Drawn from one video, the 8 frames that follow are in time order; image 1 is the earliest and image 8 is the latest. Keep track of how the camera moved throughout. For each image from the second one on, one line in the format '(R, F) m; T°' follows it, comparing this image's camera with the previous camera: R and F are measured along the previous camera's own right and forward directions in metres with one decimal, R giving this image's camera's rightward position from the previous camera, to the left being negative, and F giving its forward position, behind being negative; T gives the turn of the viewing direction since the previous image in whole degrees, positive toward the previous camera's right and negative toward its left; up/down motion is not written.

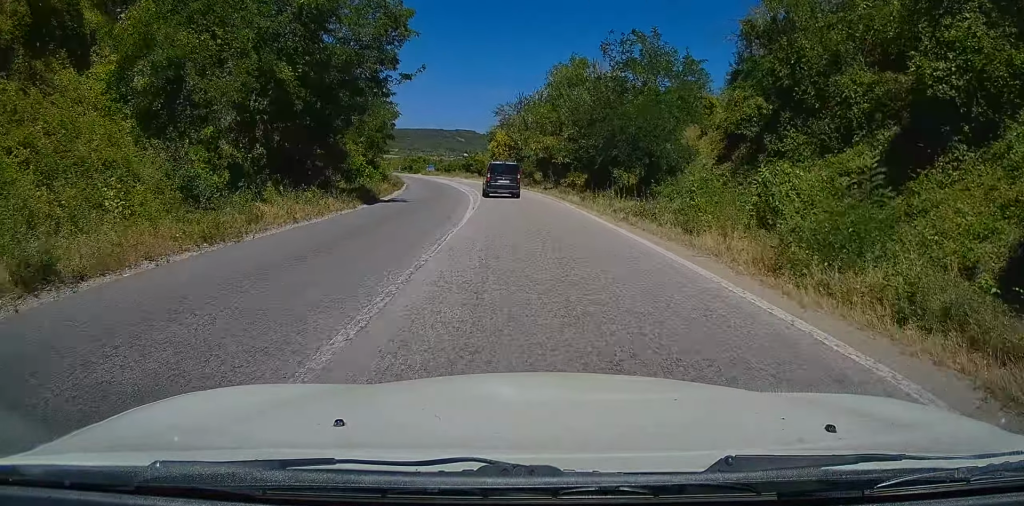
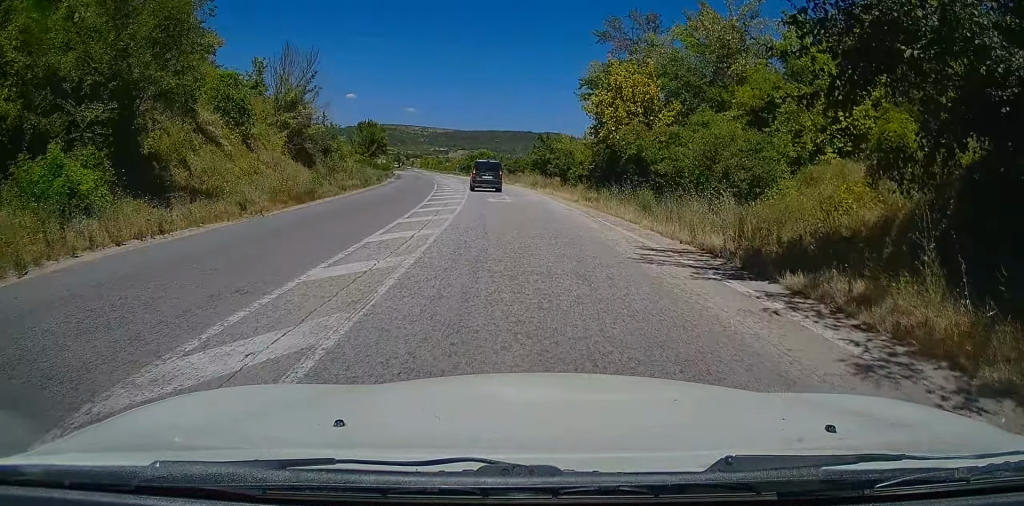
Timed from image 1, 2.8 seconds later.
(-4.6, +56.3) m; -9°
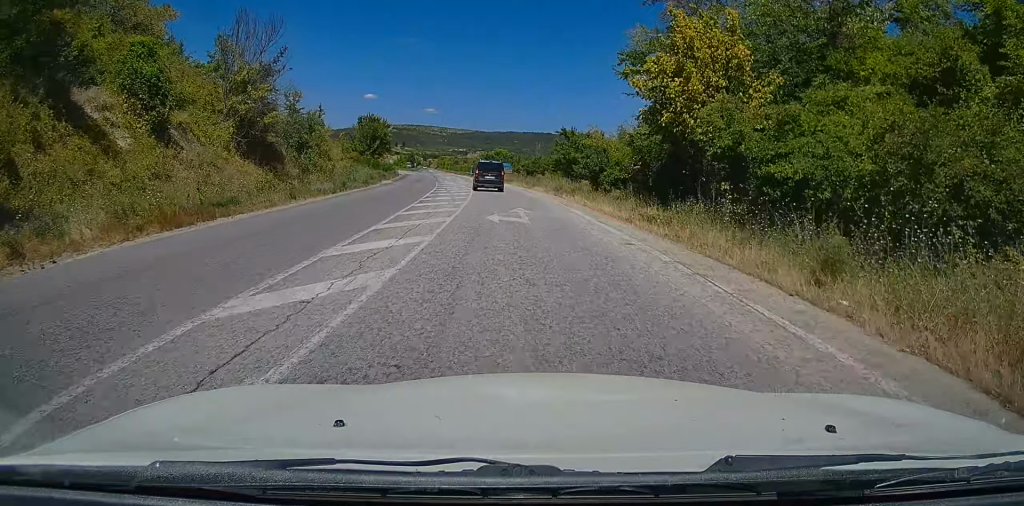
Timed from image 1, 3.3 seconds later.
(-0.1, +10.9) m; -1°
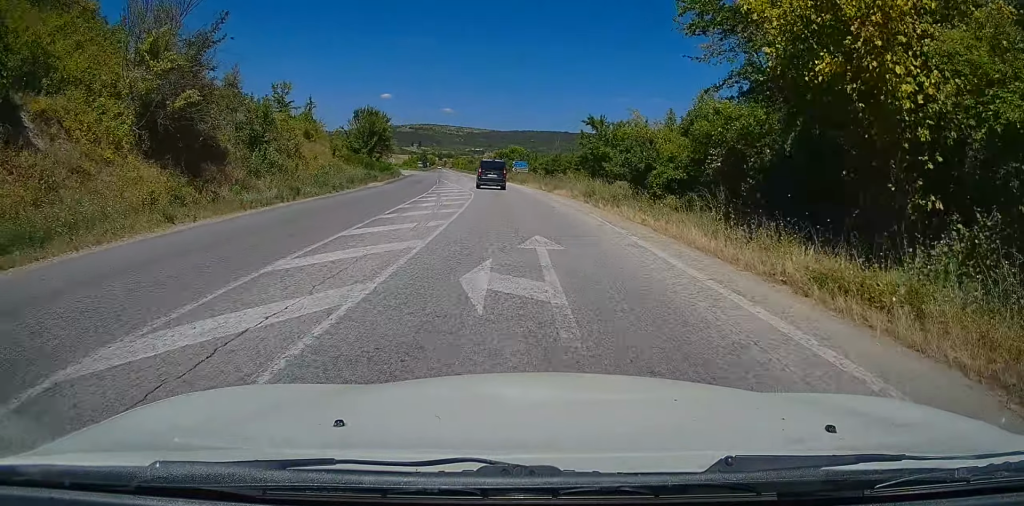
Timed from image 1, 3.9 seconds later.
(-0.1, +9.3) m; -1°
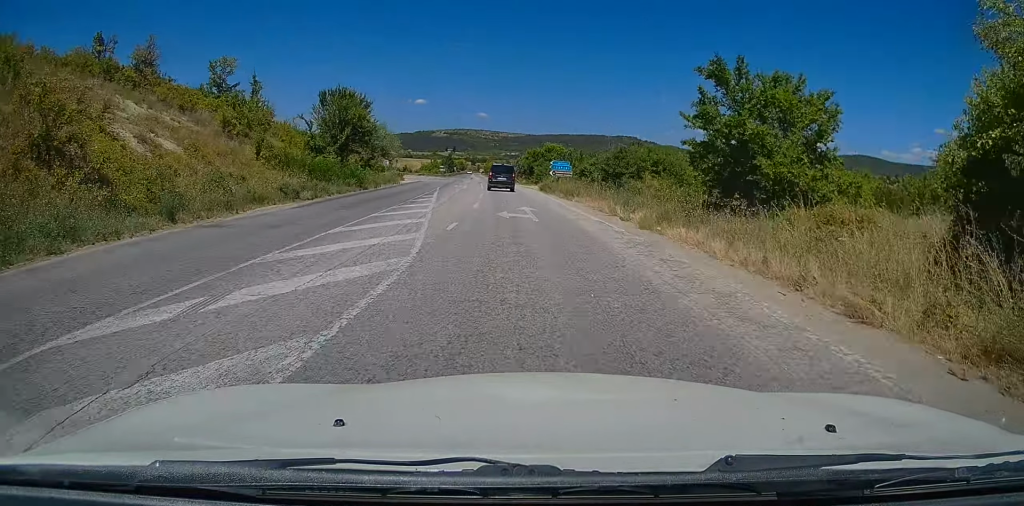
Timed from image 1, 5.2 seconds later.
(-0.7, +22.6) m; -4°
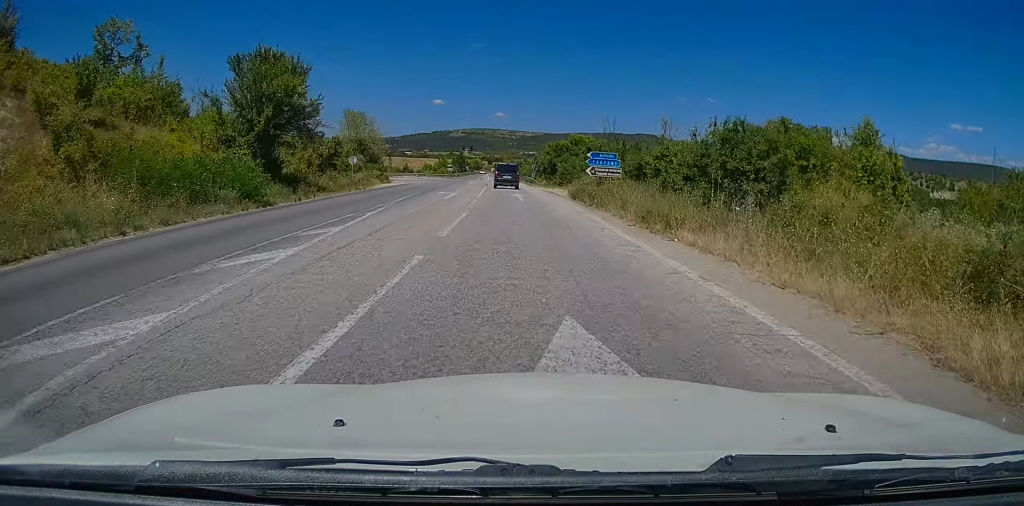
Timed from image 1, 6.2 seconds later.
(-0.3, +19.2) m; -1°
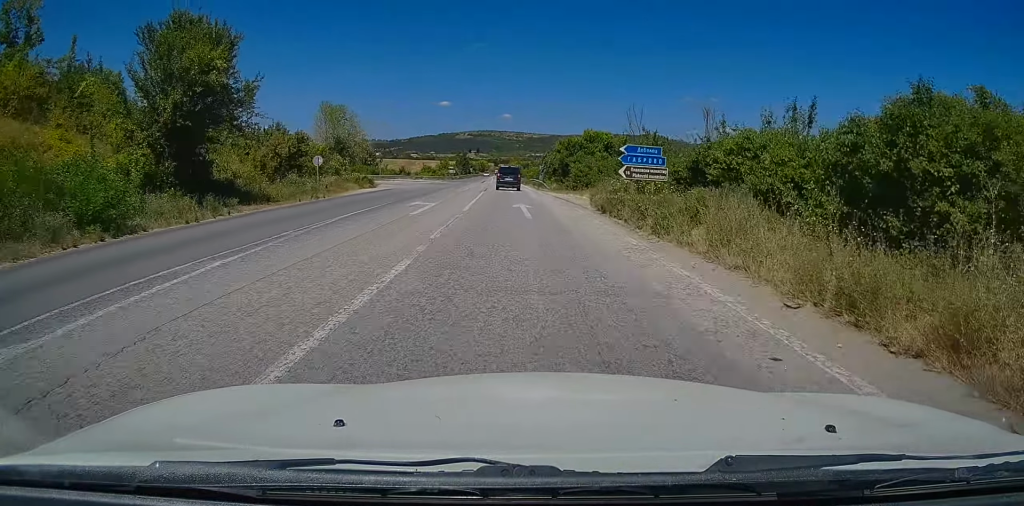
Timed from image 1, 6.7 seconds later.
(-0.1, +8.7) m; -1°
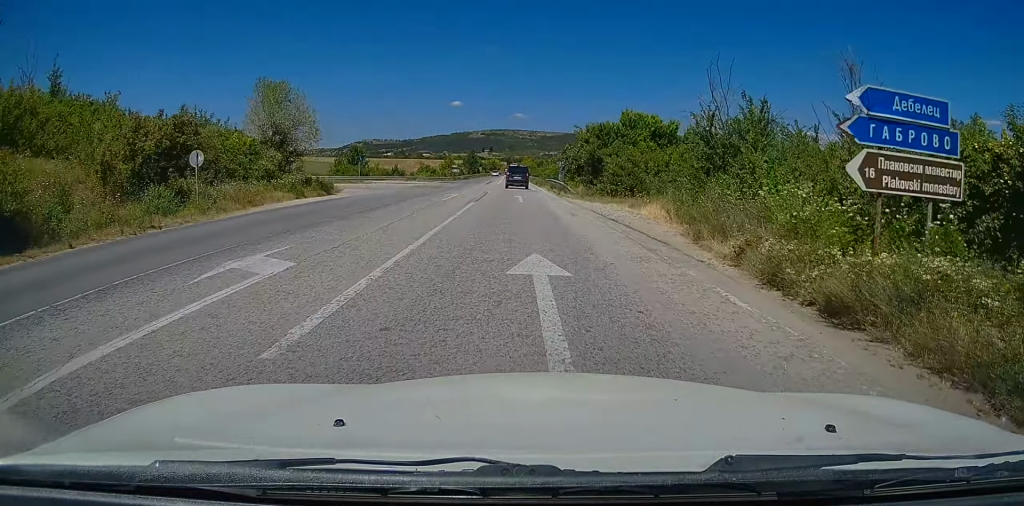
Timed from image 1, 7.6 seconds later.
(-0.1, +14.3) m; -1°
